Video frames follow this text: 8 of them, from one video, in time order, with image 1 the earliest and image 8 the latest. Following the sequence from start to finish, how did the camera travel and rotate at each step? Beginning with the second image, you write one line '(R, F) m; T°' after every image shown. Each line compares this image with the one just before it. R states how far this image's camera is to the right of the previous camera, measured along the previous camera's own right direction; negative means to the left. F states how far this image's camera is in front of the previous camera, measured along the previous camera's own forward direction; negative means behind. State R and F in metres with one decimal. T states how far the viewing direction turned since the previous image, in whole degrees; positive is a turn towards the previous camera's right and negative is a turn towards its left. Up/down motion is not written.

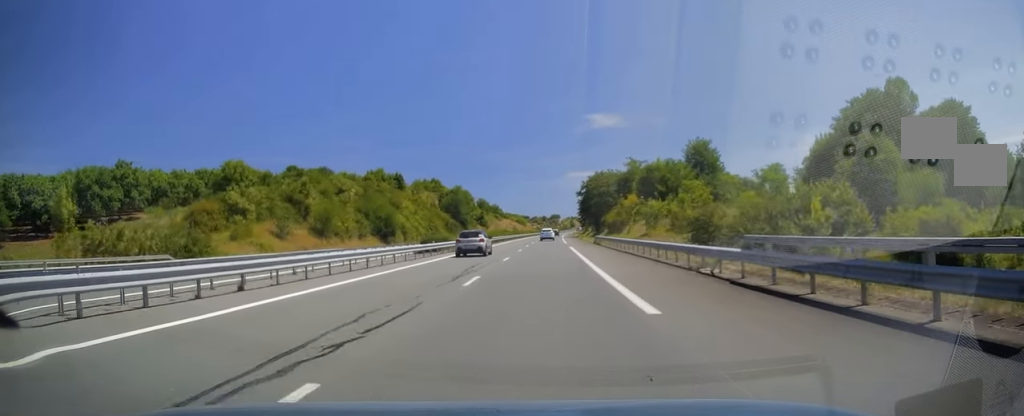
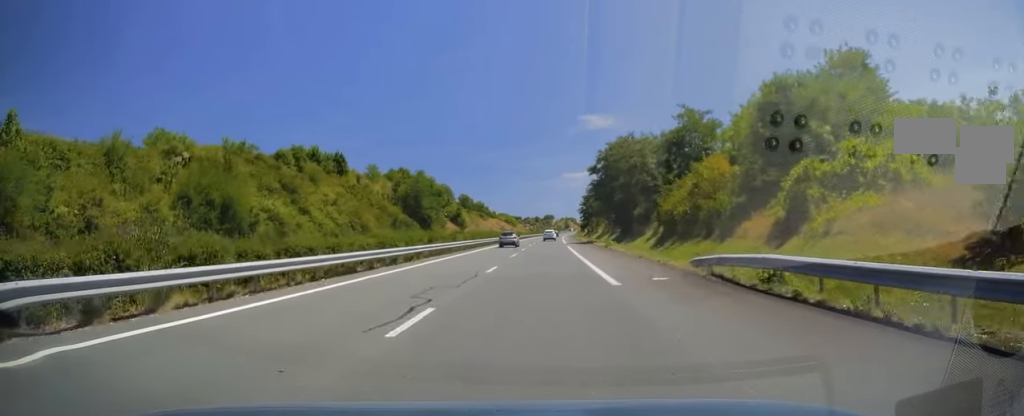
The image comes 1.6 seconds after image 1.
(+0.3, +46.5) m; +1°
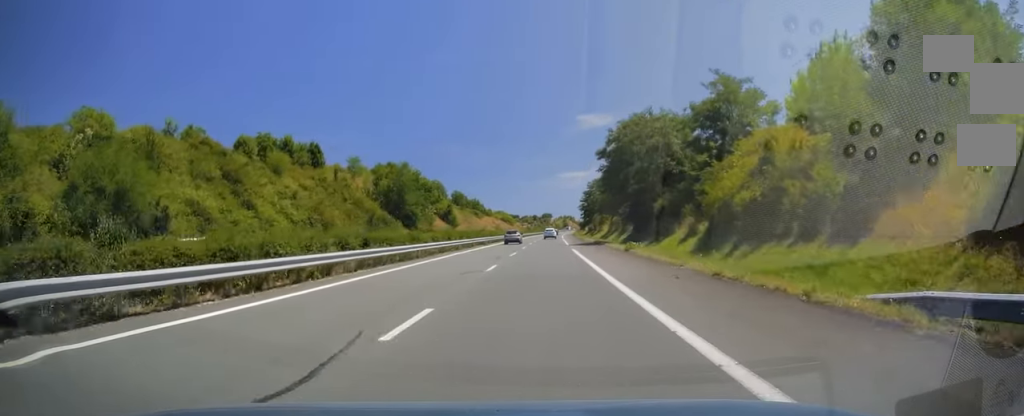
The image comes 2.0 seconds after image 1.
(+0.2, +13.2) m; 0°
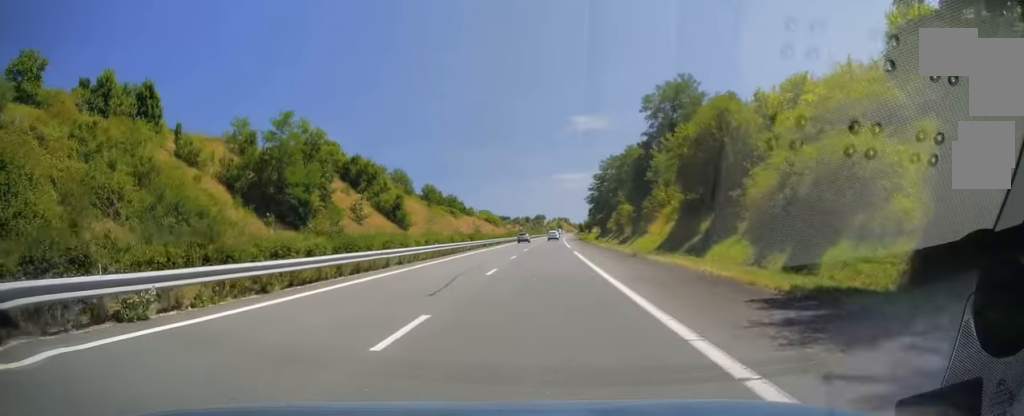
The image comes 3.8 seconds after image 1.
(+0.2, +52.4) m; 0°
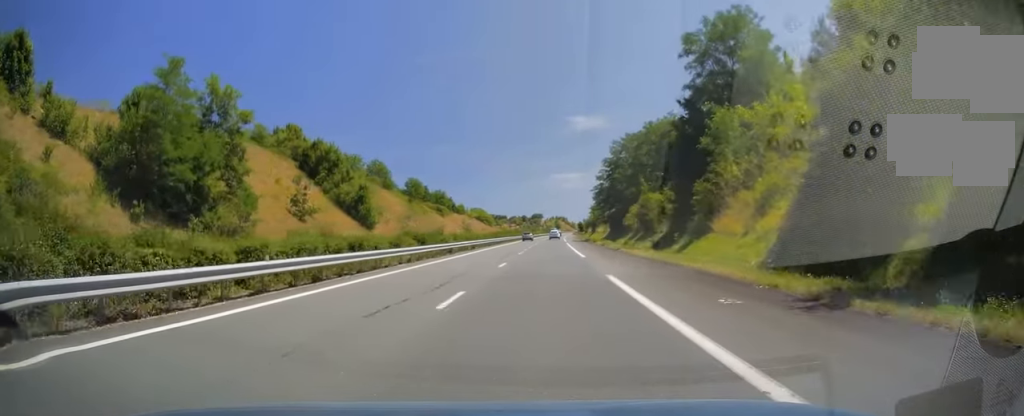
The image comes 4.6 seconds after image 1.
(0.0, +22.0) m; 0°
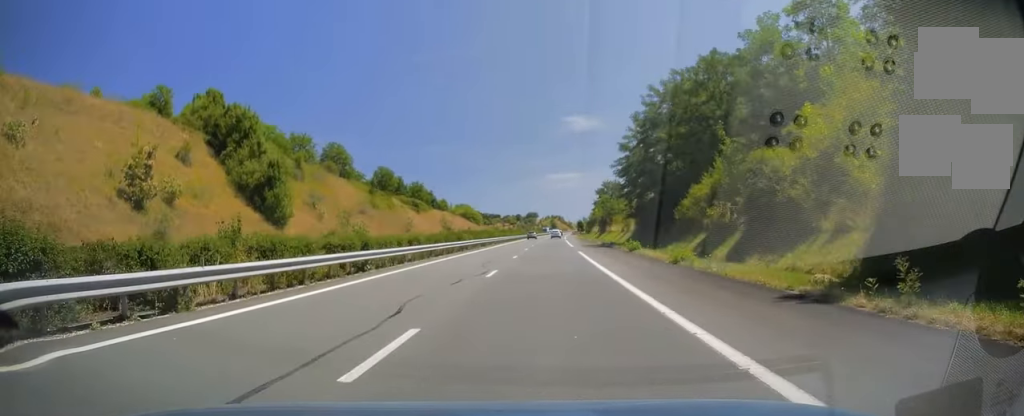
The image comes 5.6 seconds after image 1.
(0.0, +31.4) m; 0°
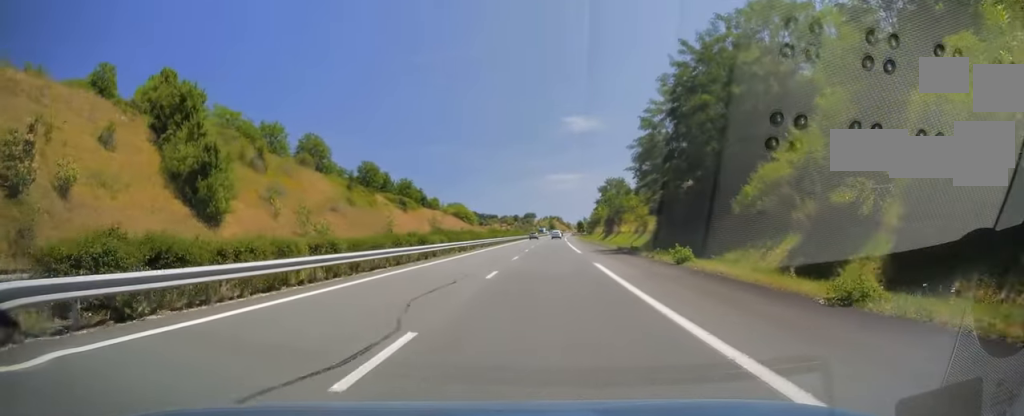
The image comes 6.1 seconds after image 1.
(-0.1, +13.2) m; 0°
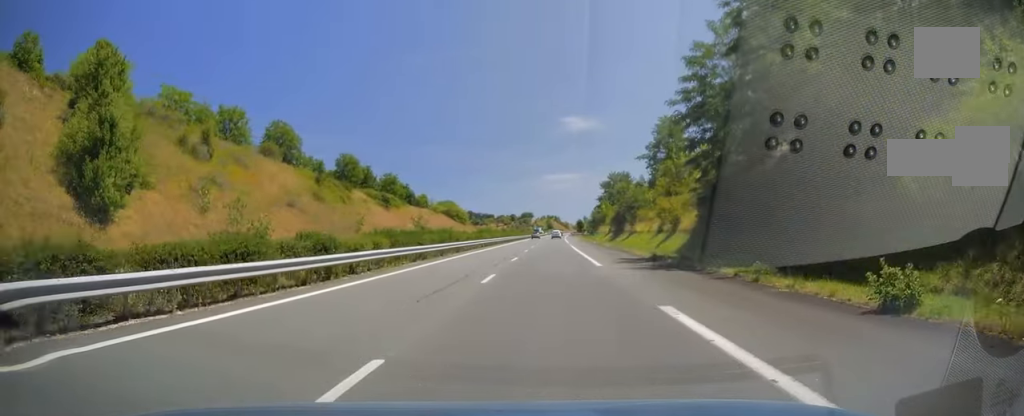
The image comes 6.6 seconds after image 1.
(0.0, +14.7) m; 0°
